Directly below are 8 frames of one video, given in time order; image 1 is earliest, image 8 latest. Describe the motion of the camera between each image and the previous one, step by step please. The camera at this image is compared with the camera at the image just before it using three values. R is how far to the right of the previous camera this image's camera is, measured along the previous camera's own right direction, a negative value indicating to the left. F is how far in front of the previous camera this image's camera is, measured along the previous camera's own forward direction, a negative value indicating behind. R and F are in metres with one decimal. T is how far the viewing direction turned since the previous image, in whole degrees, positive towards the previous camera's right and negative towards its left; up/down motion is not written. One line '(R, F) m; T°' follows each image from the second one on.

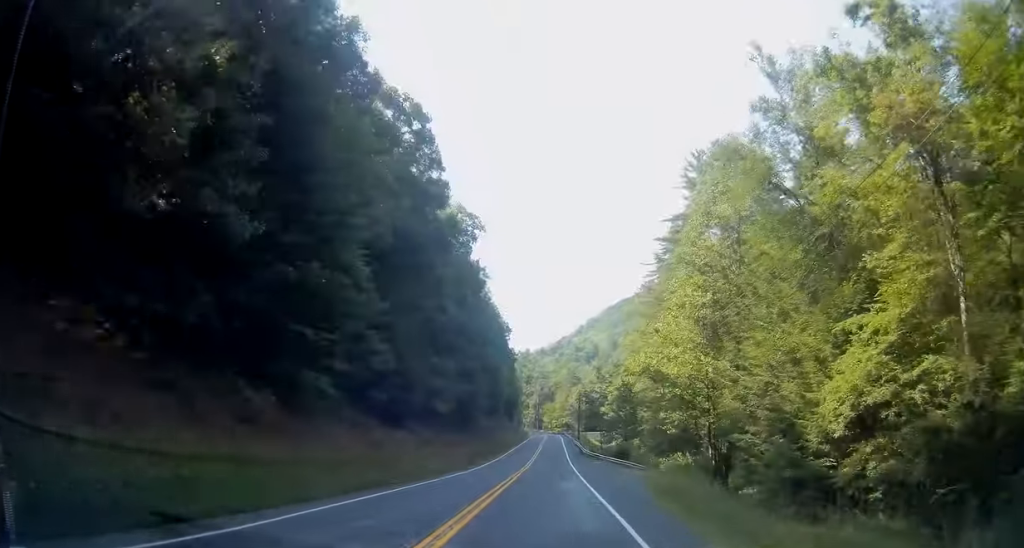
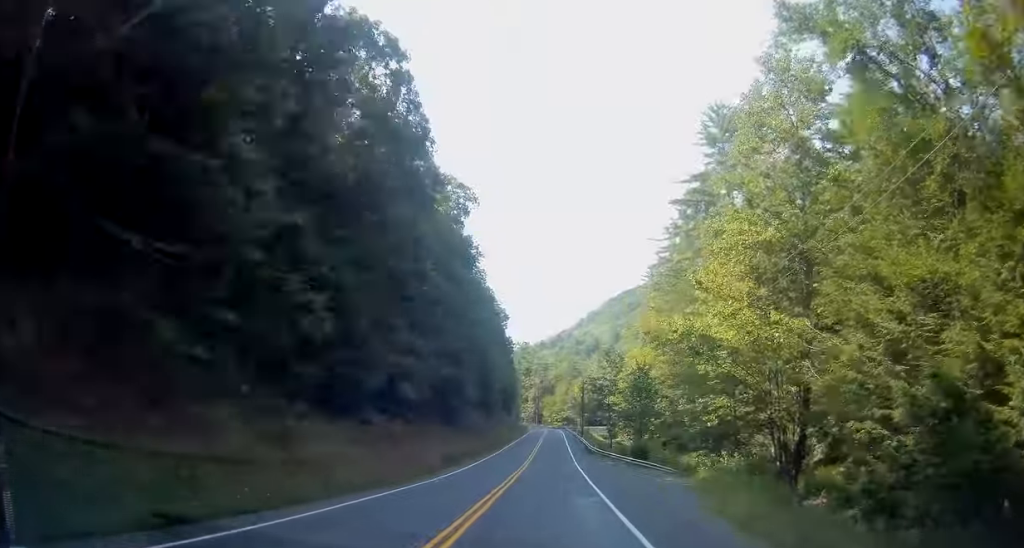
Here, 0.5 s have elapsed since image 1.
(0.0, +10.4) m; 0°
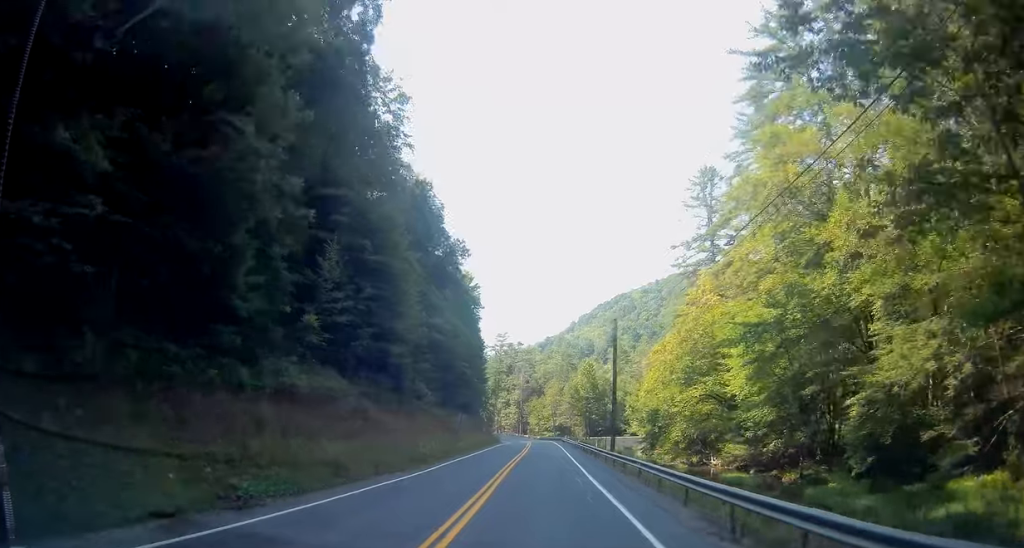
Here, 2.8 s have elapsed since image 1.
(+0.1, +52.5) m; +1°
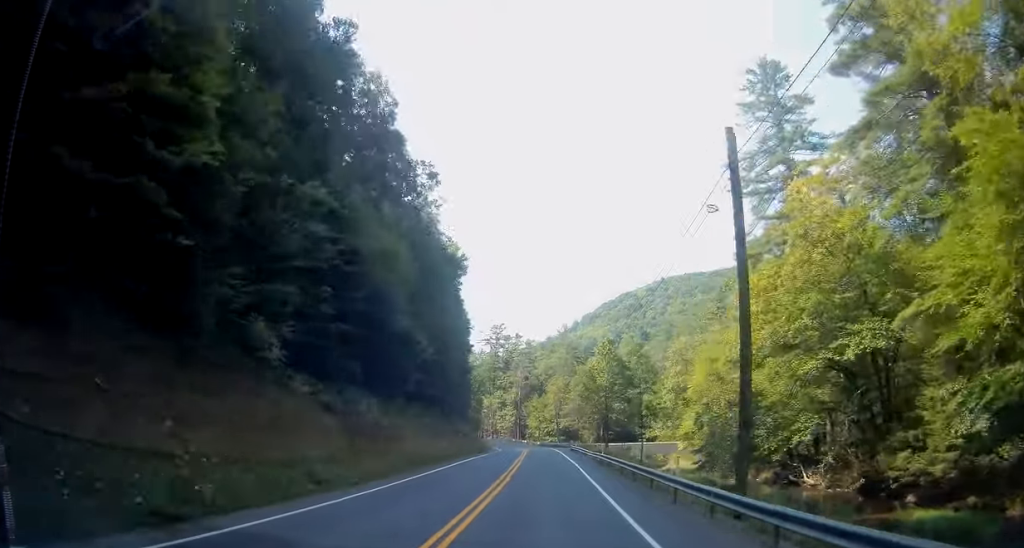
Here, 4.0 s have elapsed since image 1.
(+0.4, +25.8) m; +1°
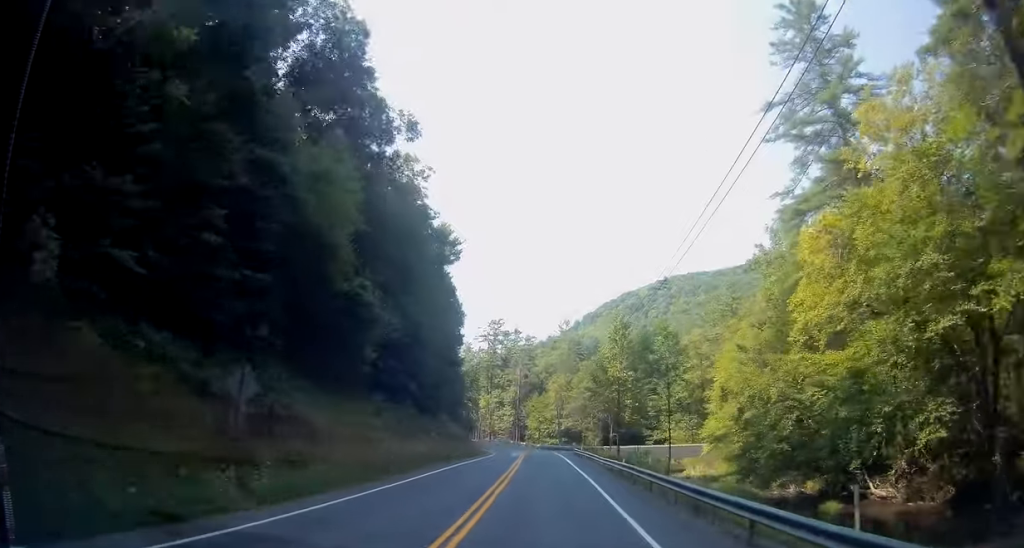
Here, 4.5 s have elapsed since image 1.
(0.0, +10.2) m; 0°
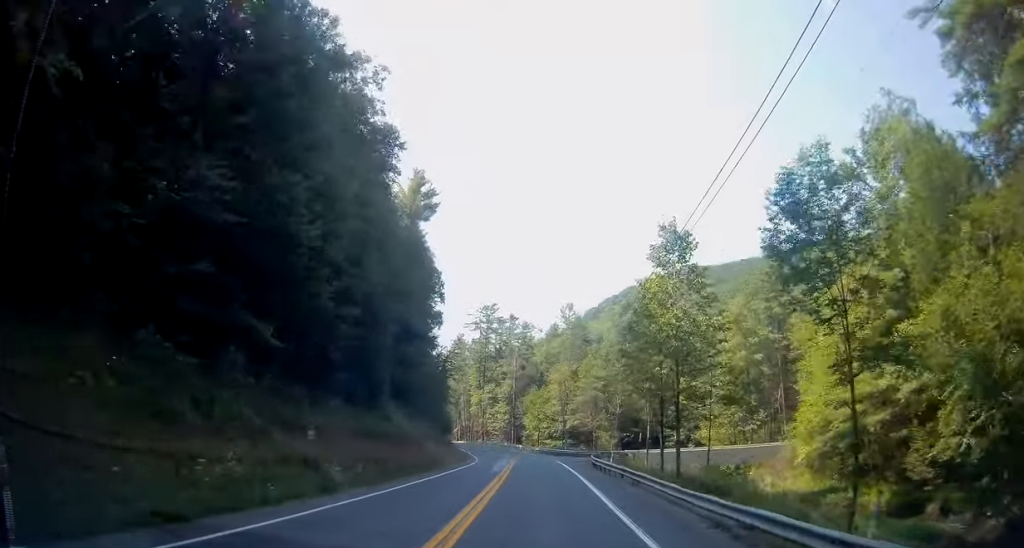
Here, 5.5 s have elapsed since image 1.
(+0.1, +22.4) m; 0°
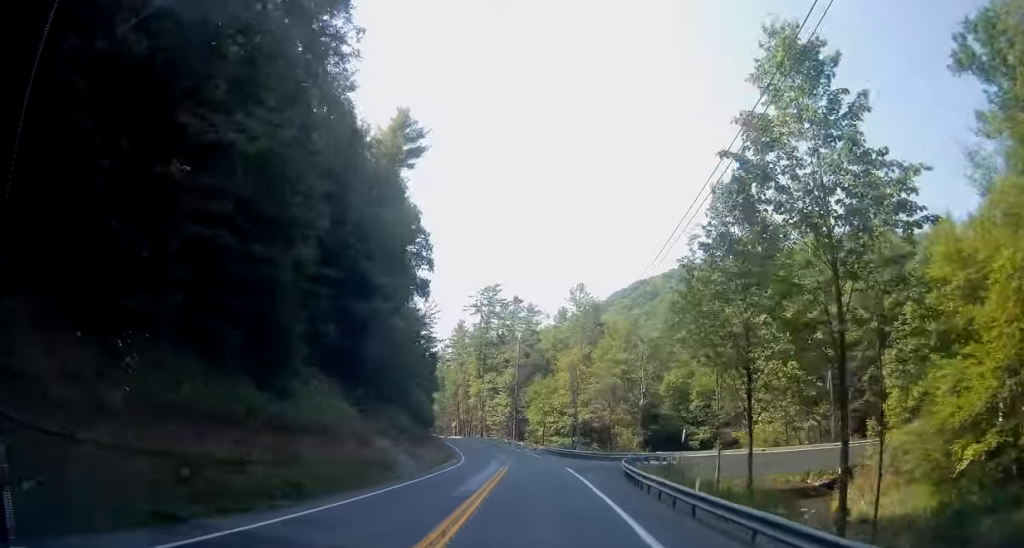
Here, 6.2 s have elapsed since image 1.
(+0.2, +15.7) m; -1°
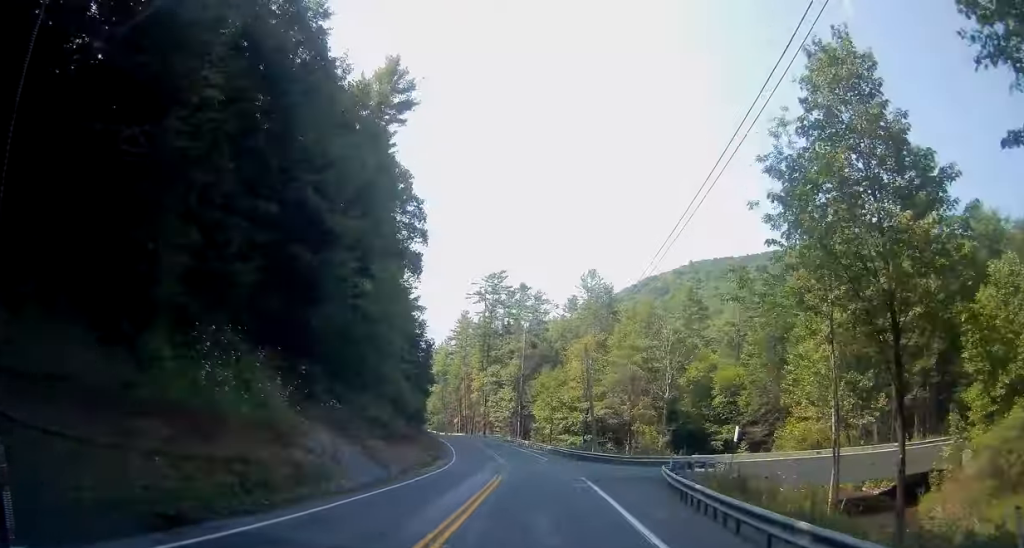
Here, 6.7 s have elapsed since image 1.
(-0.3, +10.0) m; -1°
